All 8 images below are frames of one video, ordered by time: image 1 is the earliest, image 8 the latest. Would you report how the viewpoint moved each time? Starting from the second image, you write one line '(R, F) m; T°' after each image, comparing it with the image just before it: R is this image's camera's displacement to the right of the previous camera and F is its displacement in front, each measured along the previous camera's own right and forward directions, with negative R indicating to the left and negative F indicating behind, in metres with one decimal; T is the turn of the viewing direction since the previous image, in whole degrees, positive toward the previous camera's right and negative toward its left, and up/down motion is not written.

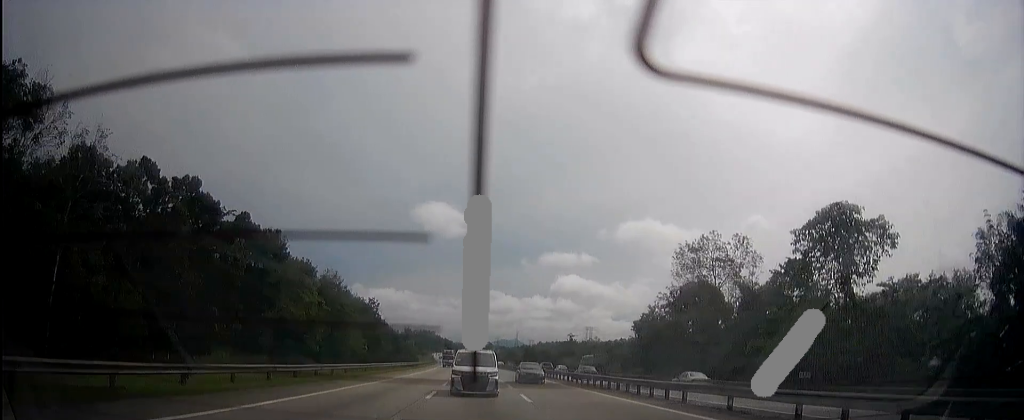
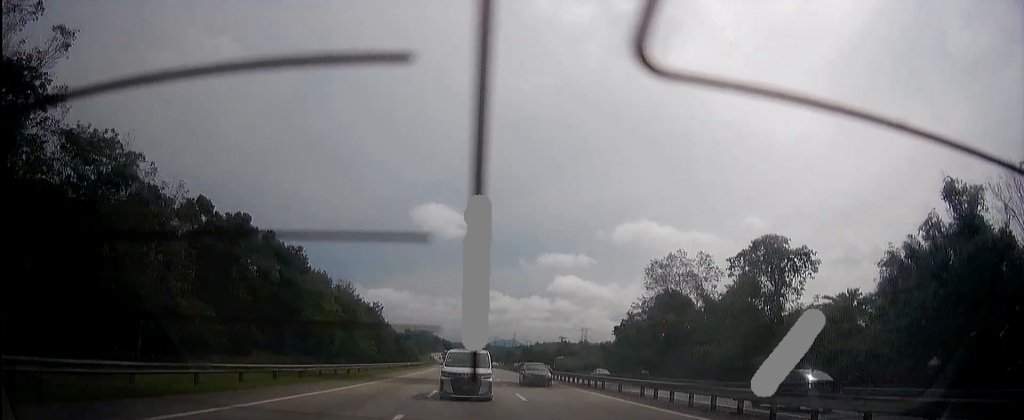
(0.0, +13.1) m; 0°
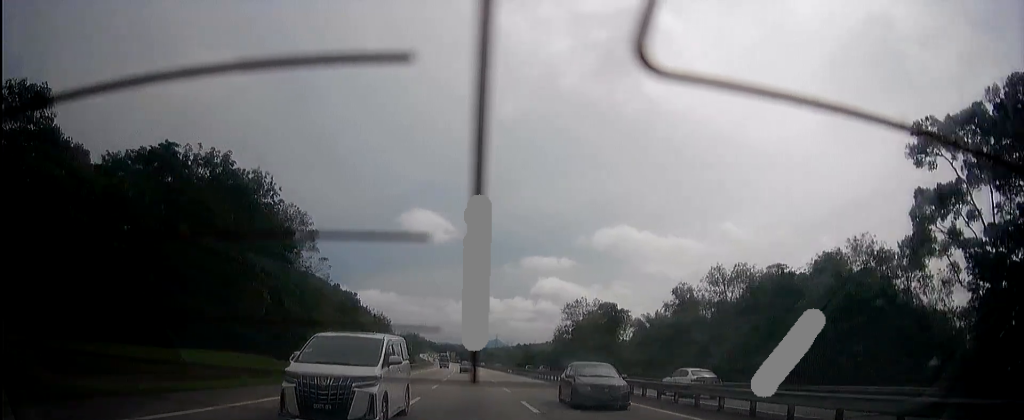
(-0.9, +65.5) m; -1°
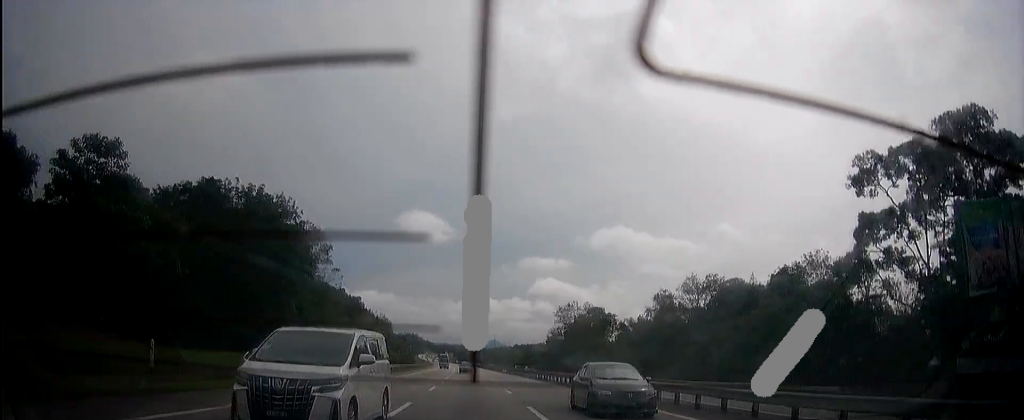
(0.0, +10.9) m; 0°
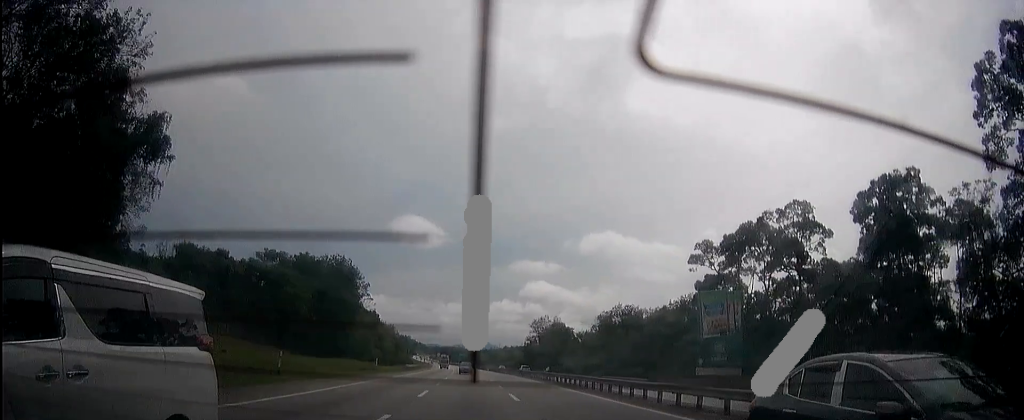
(-0.3, +44.7) m; -1°
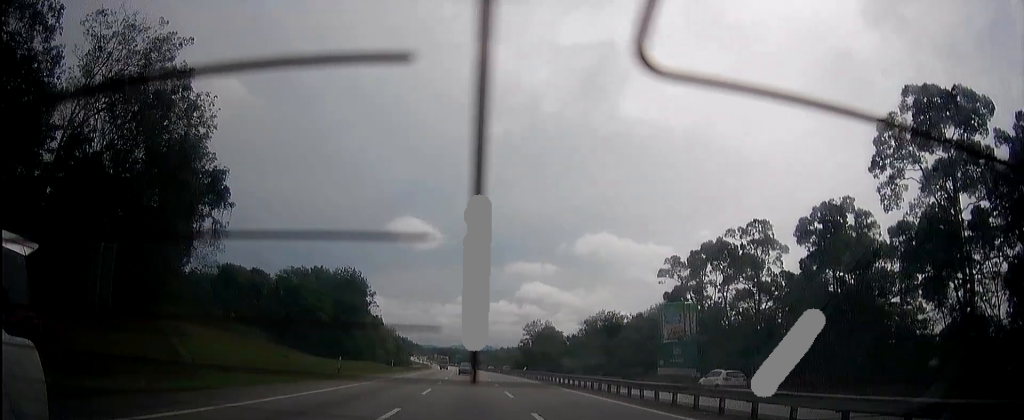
(0.0, +13.1) m; 0°
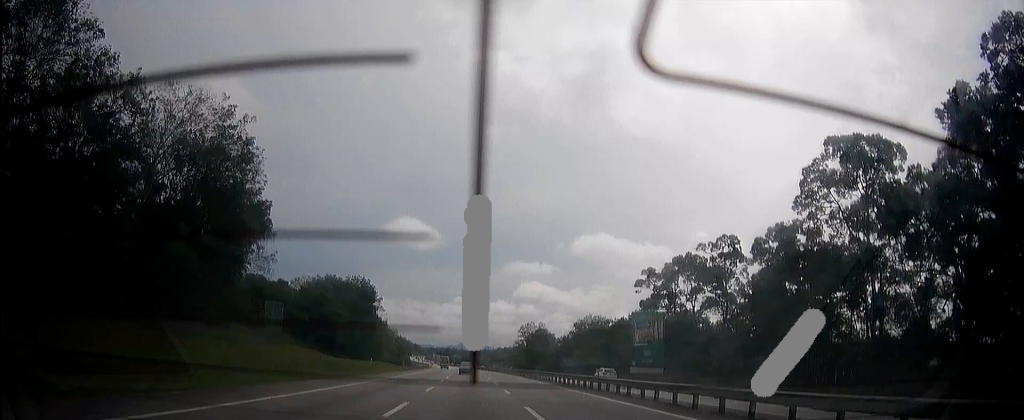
(0.0, +14.2) m; 0°
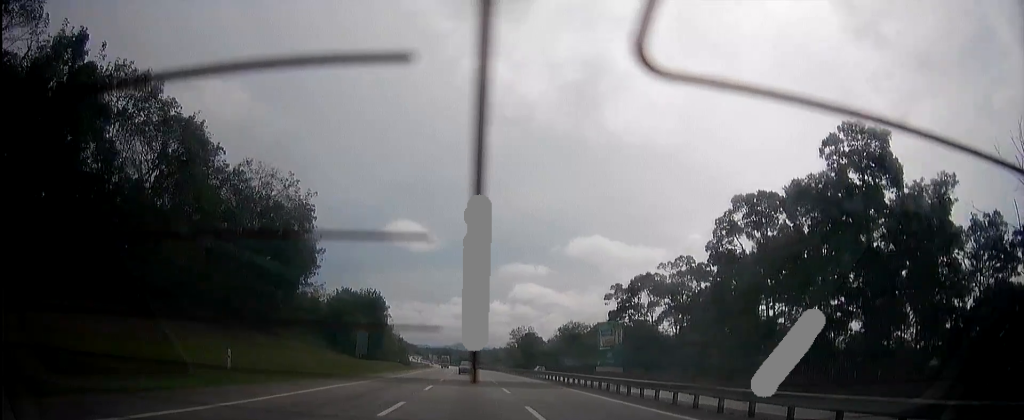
(-0.1, +24.1) m; -1°
